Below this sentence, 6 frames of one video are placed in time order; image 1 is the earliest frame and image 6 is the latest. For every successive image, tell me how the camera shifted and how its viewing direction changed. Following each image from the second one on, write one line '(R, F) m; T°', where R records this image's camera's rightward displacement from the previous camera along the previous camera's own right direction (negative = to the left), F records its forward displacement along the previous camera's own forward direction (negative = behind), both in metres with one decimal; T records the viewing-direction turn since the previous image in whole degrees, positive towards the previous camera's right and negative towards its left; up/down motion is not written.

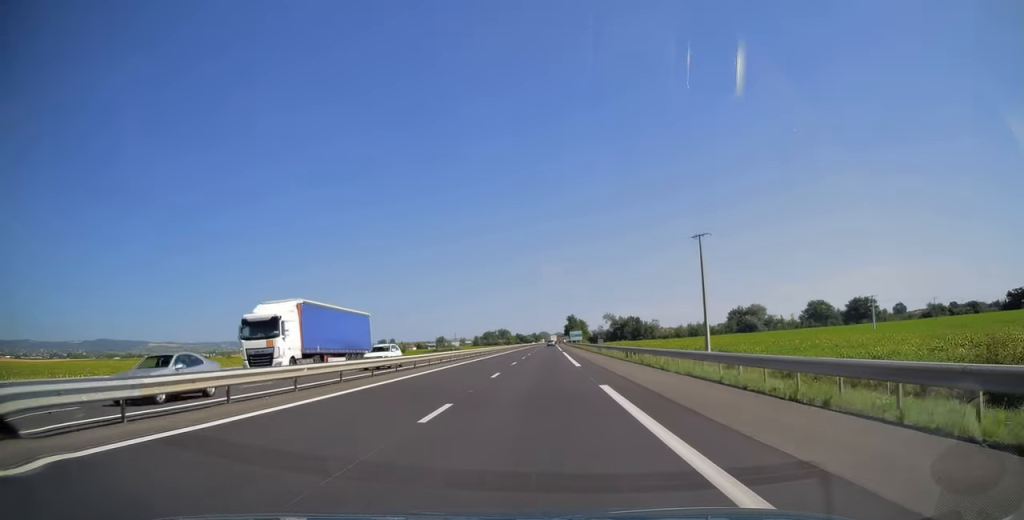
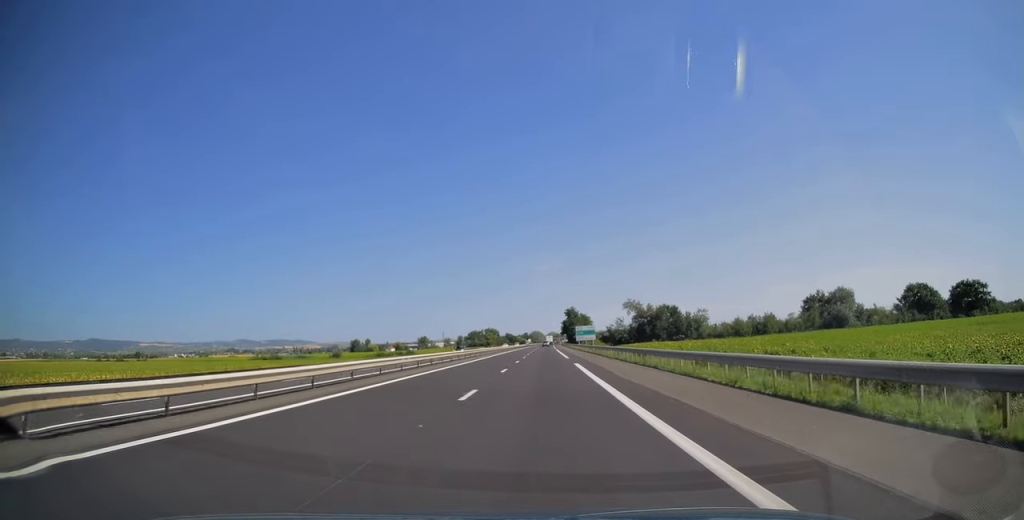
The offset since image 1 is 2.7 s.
(+0.3, +86.6) m; 0°
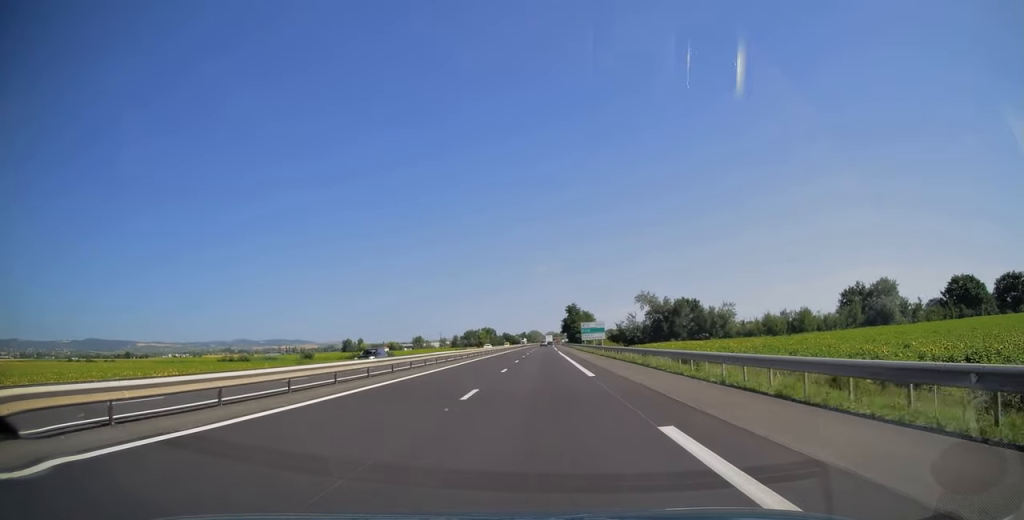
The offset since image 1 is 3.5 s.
(0.0, +25.7) m; 0°
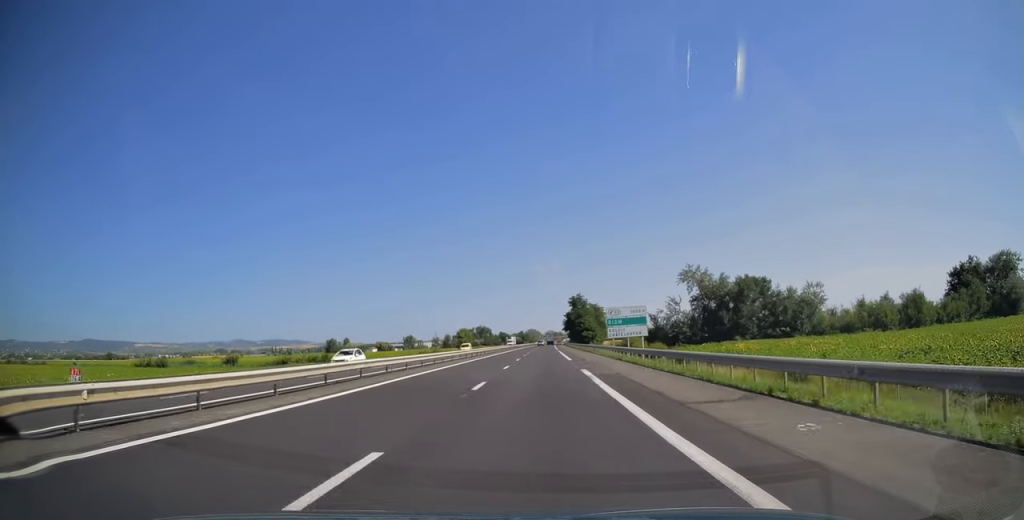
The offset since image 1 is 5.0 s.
(+0.2, +49.0) m; 0°
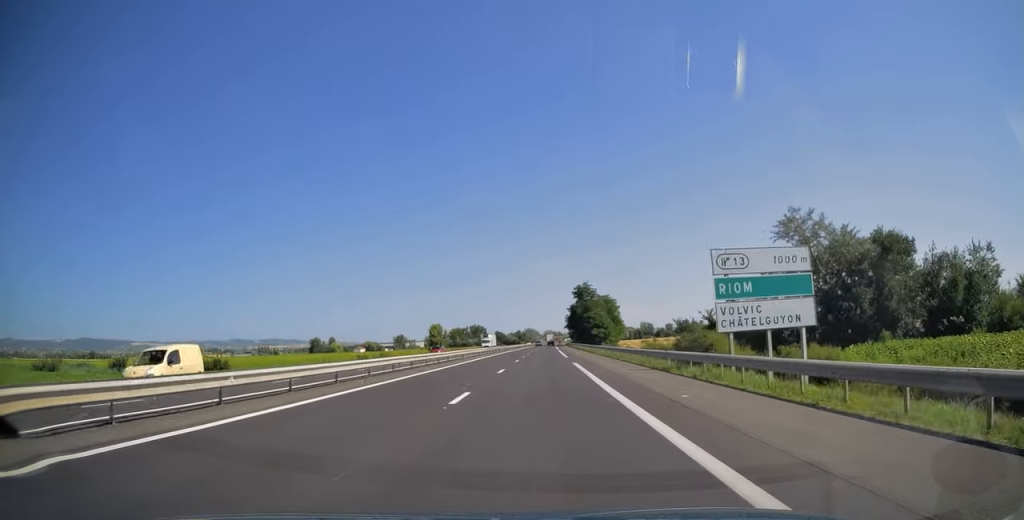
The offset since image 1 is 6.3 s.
(0.0, +43.1) m; 0°
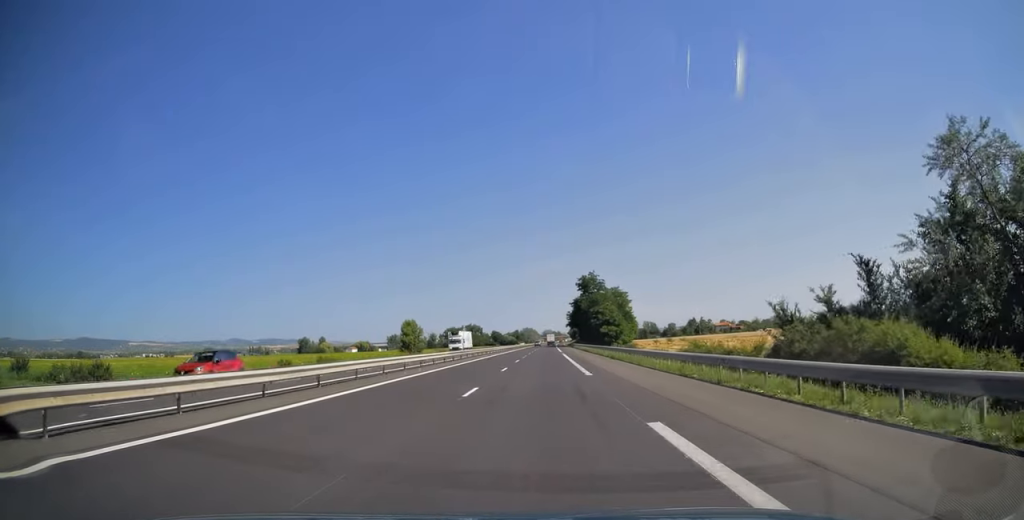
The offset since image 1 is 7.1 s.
(0.0, +25.8) m; 0°
